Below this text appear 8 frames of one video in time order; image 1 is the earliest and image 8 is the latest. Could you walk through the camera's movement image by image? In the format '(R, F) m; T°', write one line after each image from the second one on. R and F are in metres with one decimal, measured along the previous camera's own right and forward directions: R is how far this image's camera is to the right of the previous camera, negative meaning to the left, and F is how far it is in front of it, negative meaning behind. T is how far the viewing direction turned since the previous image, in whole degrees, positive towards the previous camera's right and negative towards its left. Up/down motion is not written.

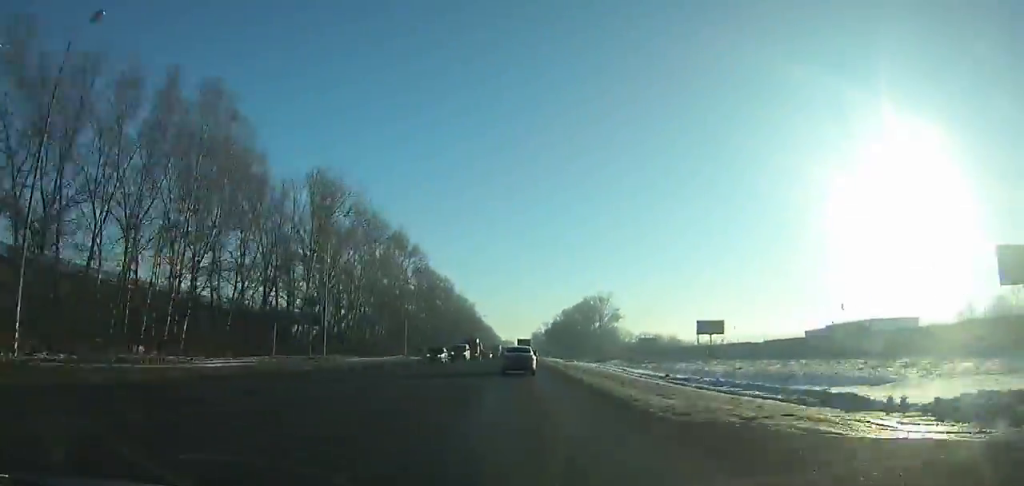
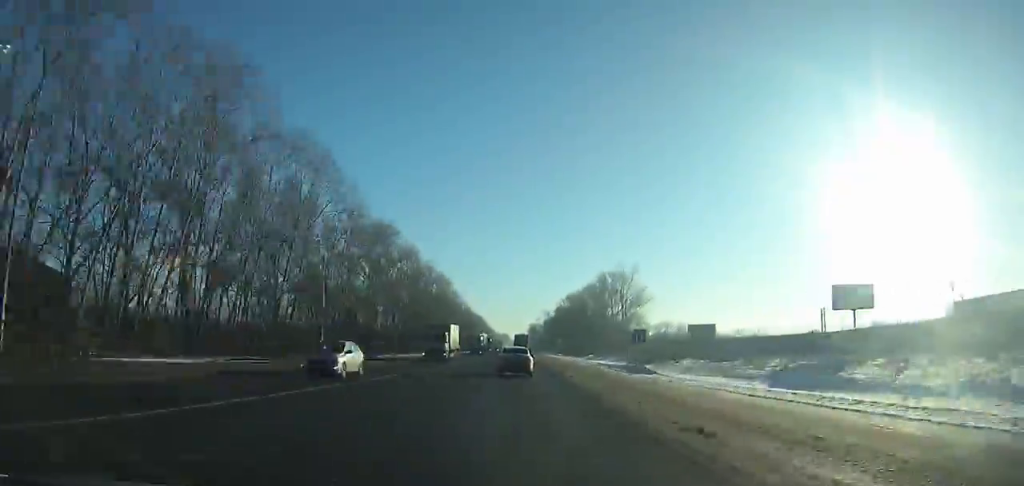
(+0.1, +57.3) m; 0°
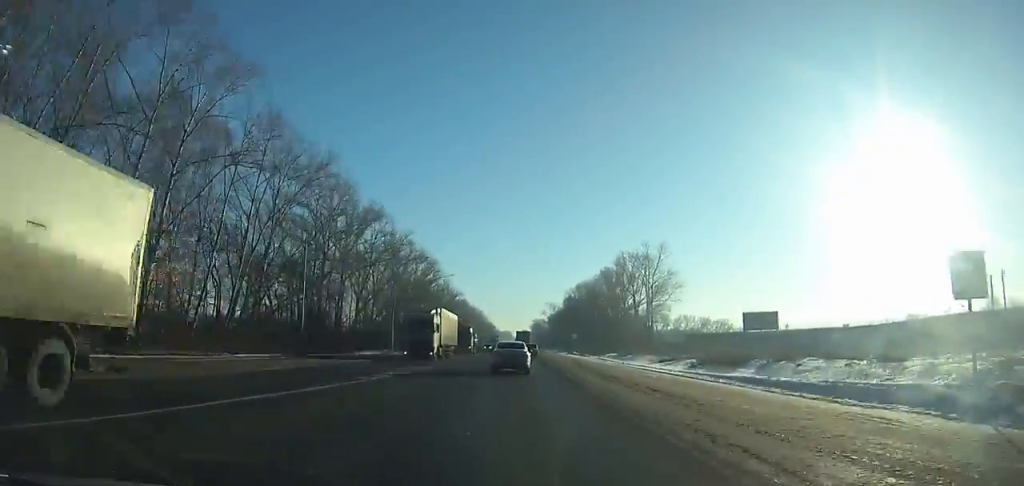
(0.0, +30.1) m; 0°
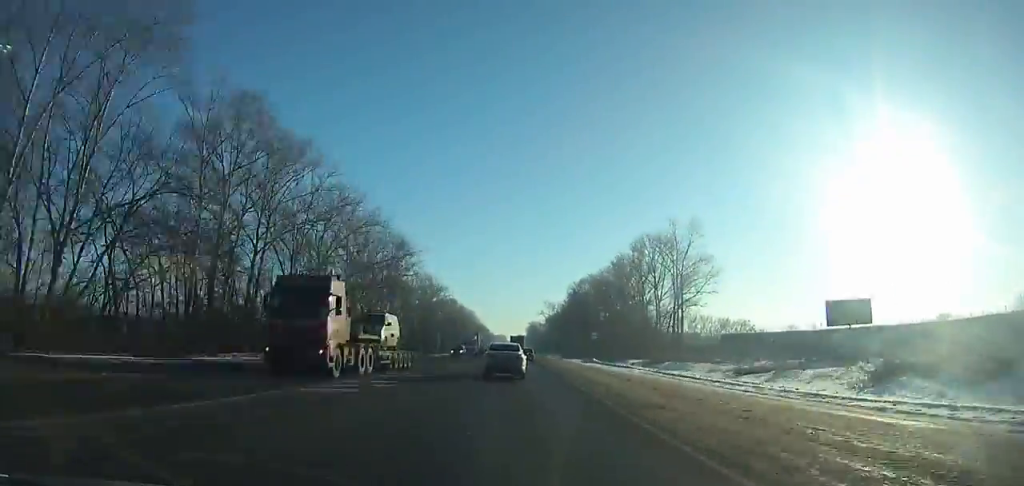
(0.0, +28.3) m; 0°
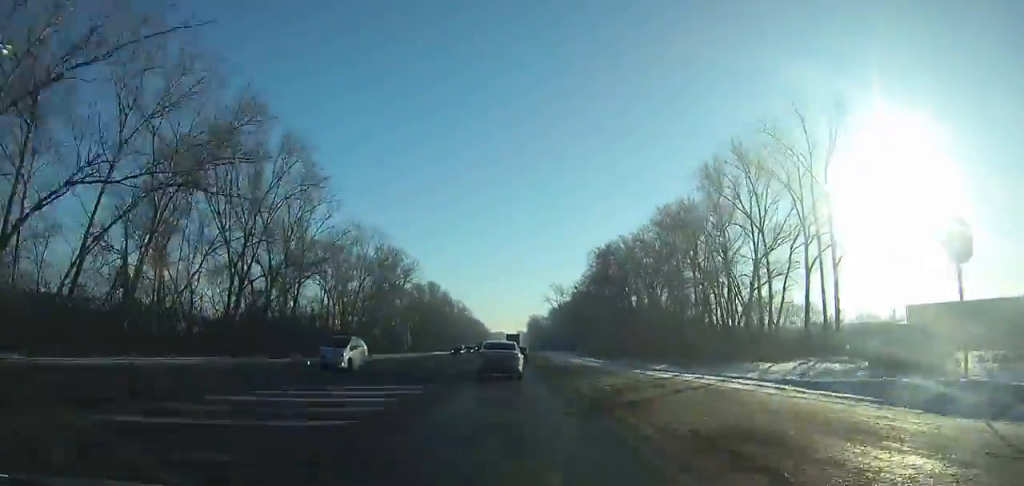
(+0.2, +54.1) m; 0°
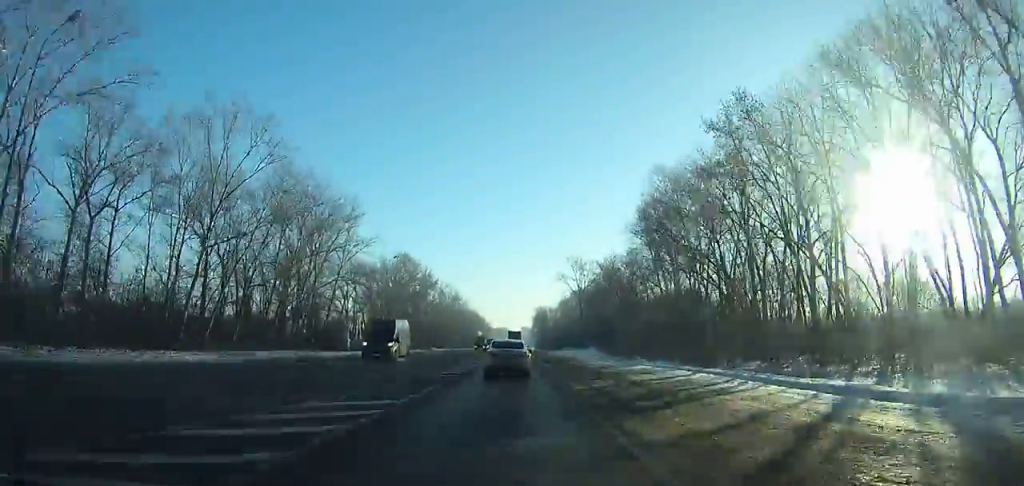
(-0.1, +50.3) m; 0°
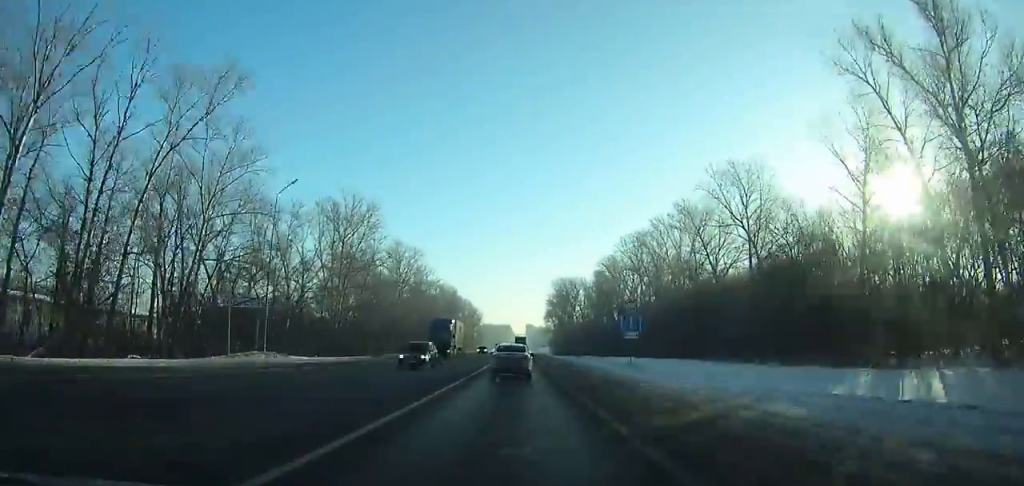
(-1.1, +145.2) m; -1°
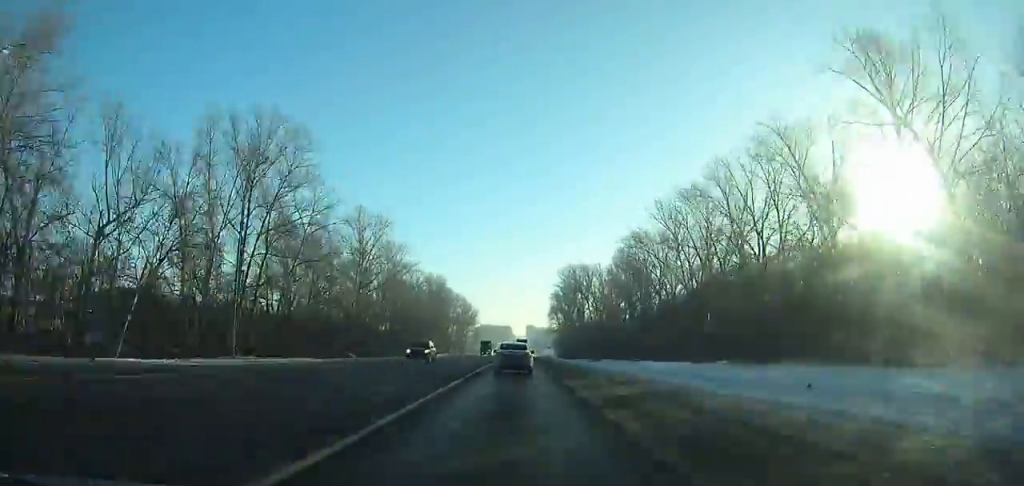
(0.0, +33.3) m; 0°
